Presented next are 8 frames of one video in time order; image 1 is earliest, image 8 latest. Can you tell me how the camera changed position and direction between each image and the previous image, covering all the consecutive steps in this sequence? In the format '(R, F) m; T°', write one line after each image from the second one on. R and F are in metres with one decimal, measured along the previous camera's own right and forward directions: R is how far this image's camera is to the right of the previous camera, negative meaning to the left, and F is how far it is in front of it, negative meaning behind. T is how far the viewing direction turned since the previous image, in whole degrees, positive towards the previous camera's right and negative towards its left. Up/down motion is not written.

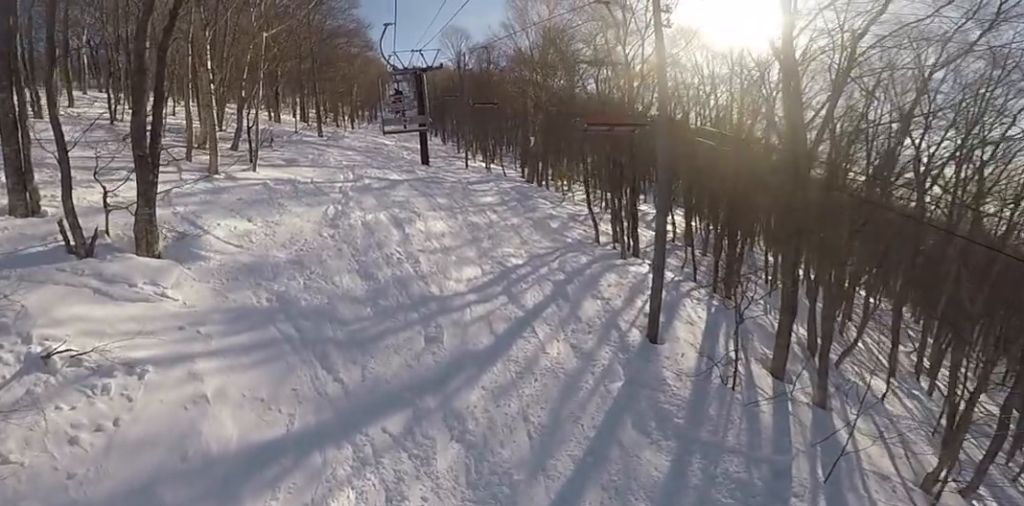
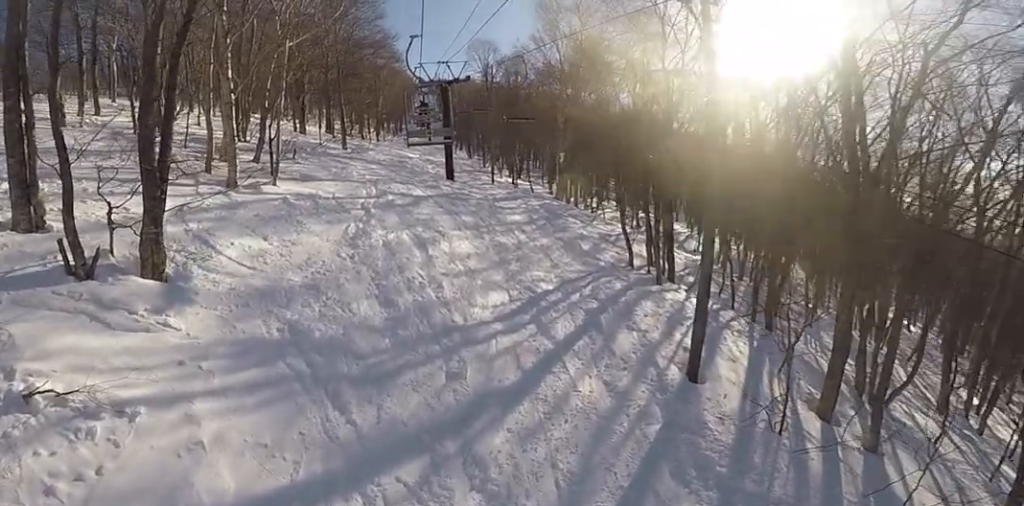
(0.0, +0.8) m; 0°
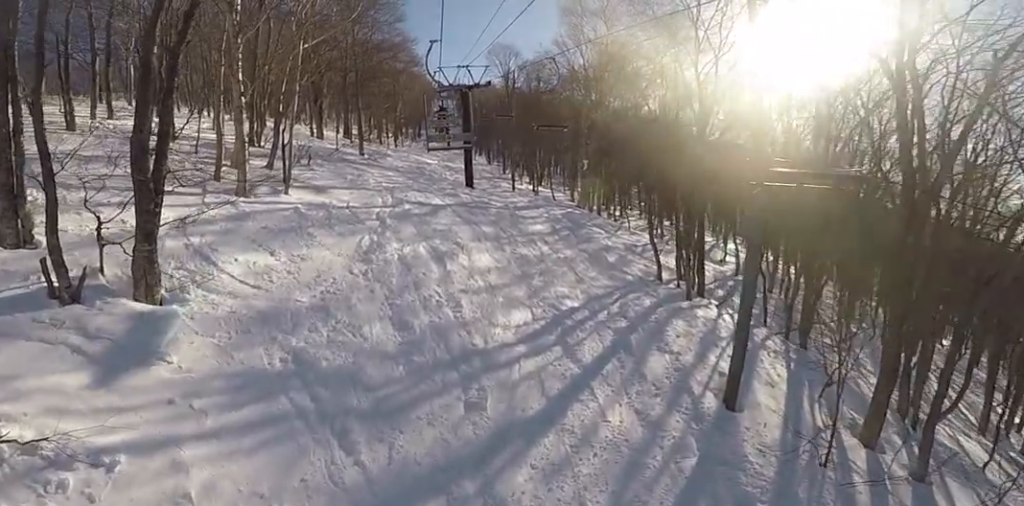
(0.0, +0.9) m; 0°
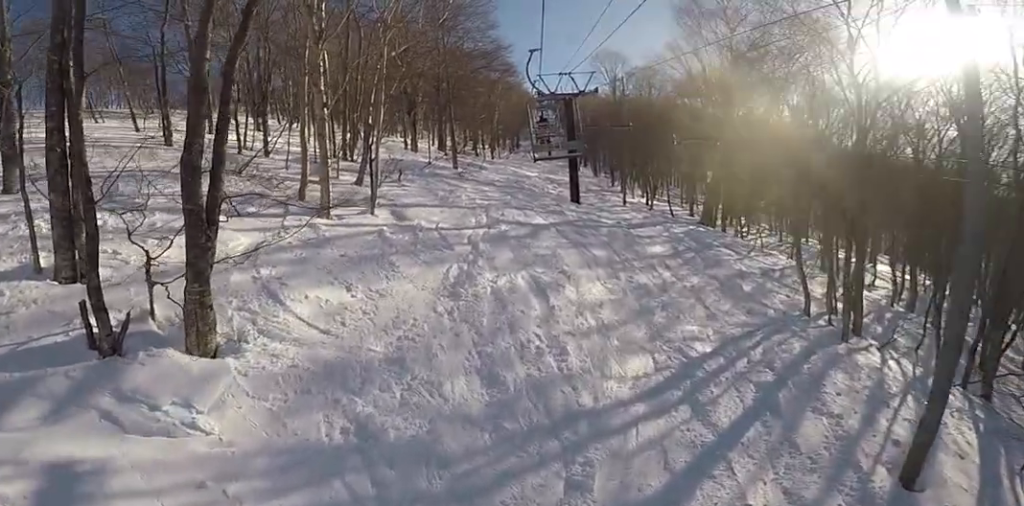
(0.0, +1.7) m; 0°
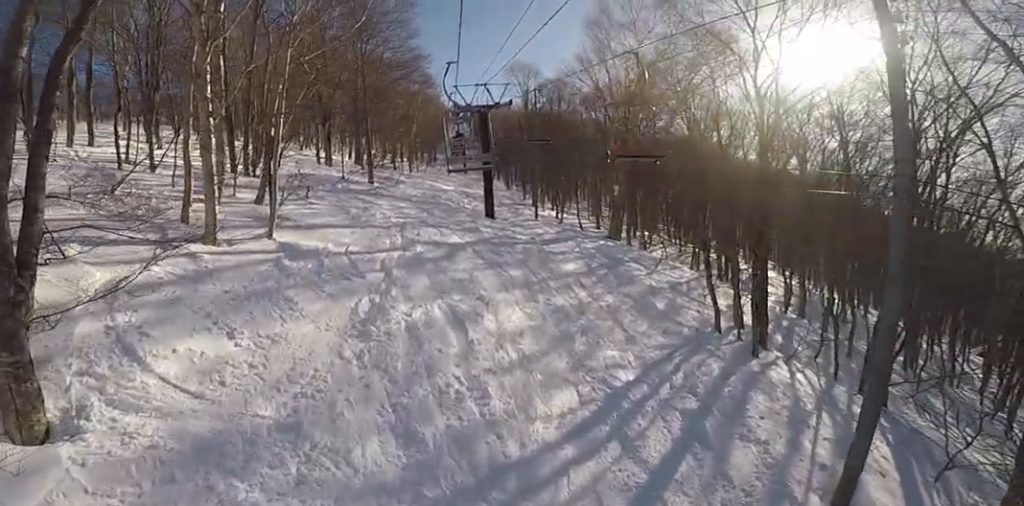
(0.0, +1.3) m; 0°
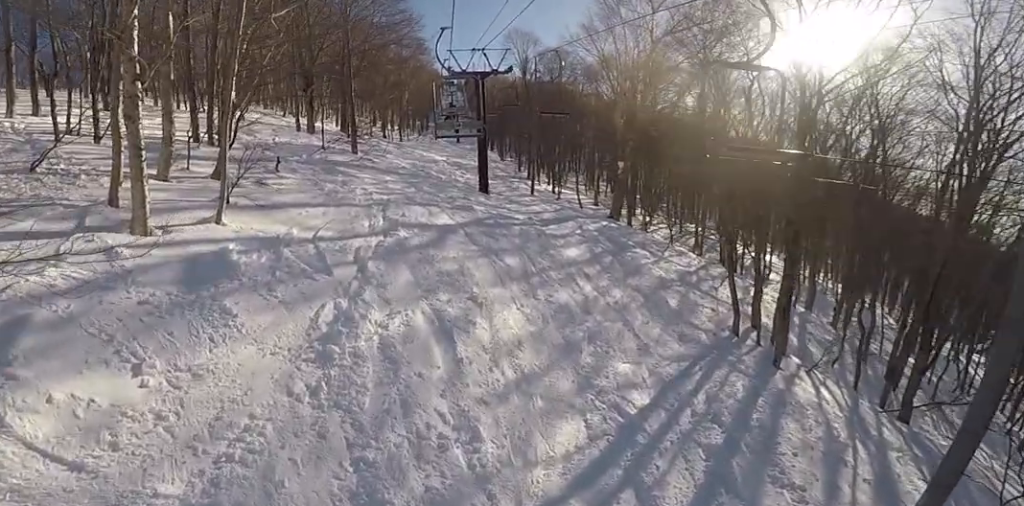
(0.0, +2.0) m; 0°
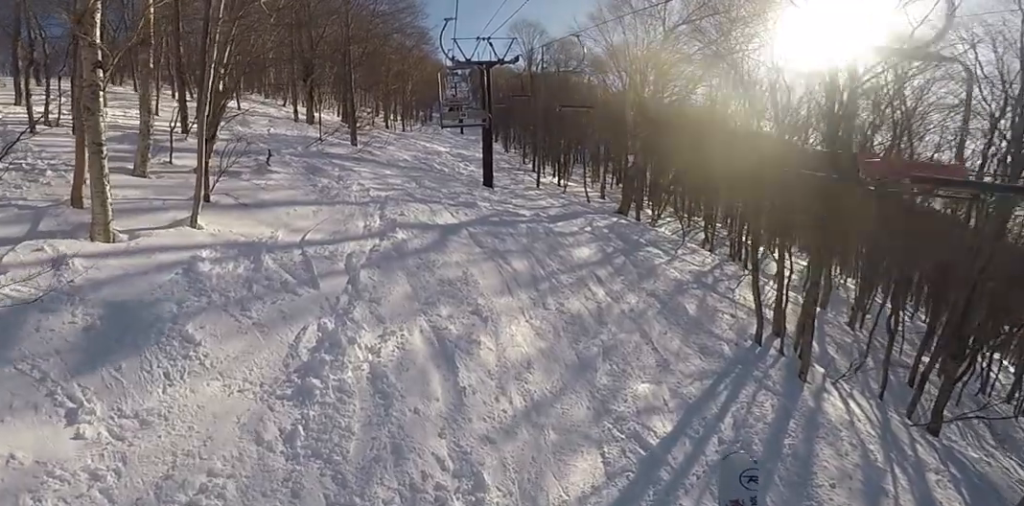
(0.0, +1.1) m; 0°
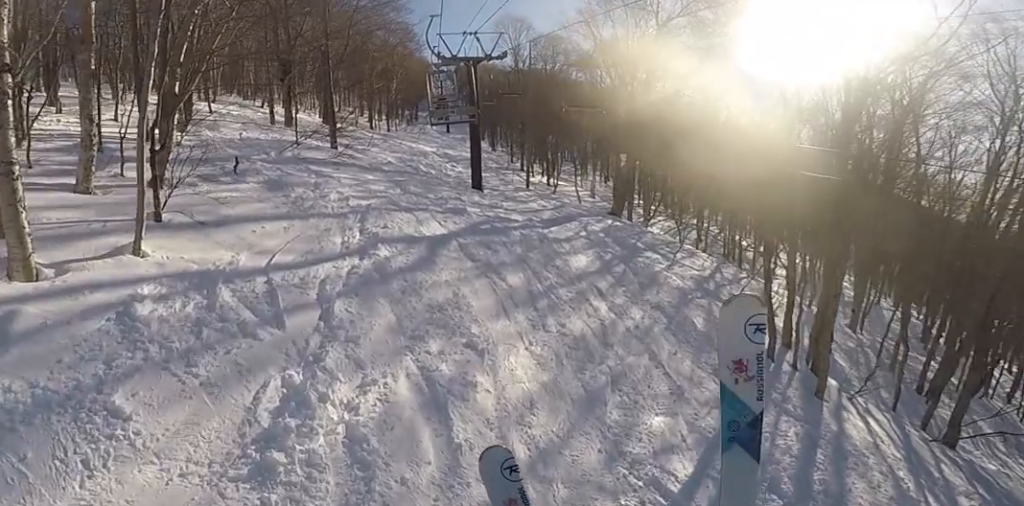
(0.0, +1.3) m; 0°
